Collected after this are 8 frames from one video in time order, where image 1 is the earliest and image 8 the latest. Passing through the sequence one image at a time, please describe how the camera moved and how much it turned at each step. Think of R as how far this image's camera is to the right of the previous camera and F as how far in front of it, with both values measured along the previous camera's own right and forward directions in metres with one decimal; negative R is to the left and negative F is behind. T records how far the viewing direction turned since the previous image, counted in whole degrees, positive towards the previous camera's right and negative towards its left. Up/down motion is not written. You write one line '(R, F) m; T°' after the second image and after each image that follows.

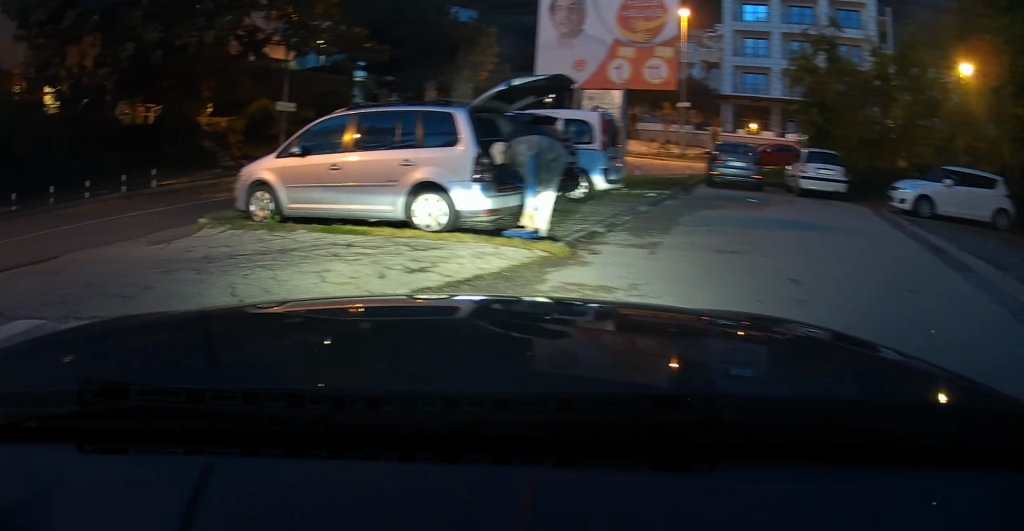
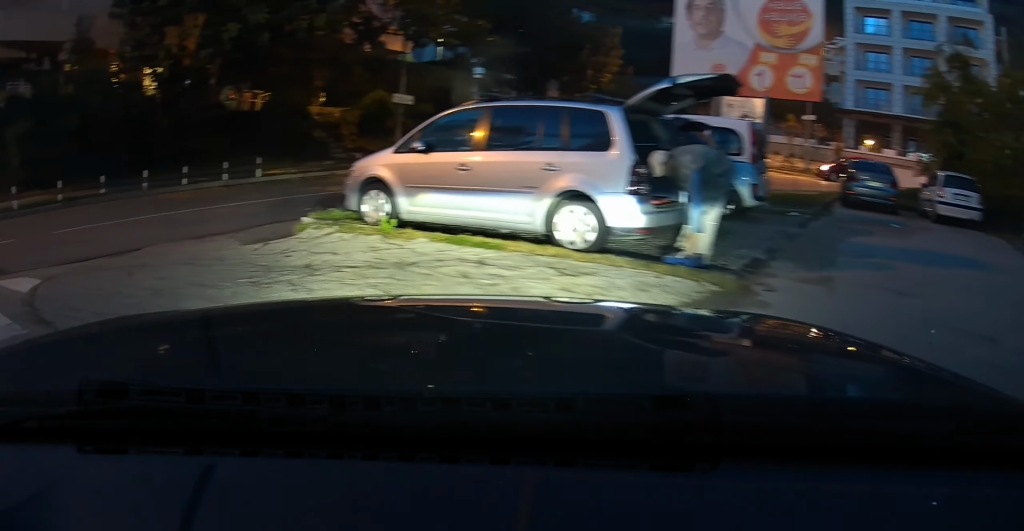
(0.0, +1.3) m; -12°
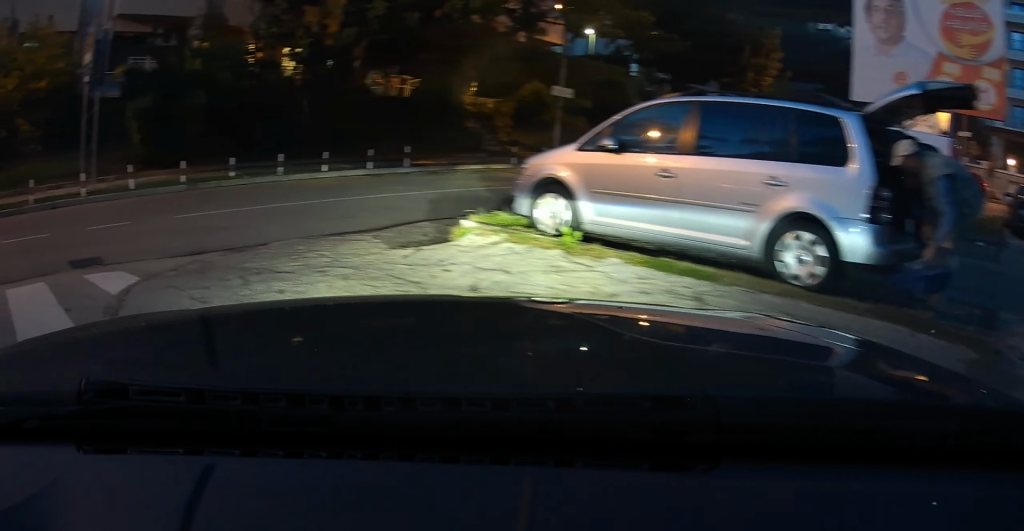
(-0.3, +1.5) m; -18°
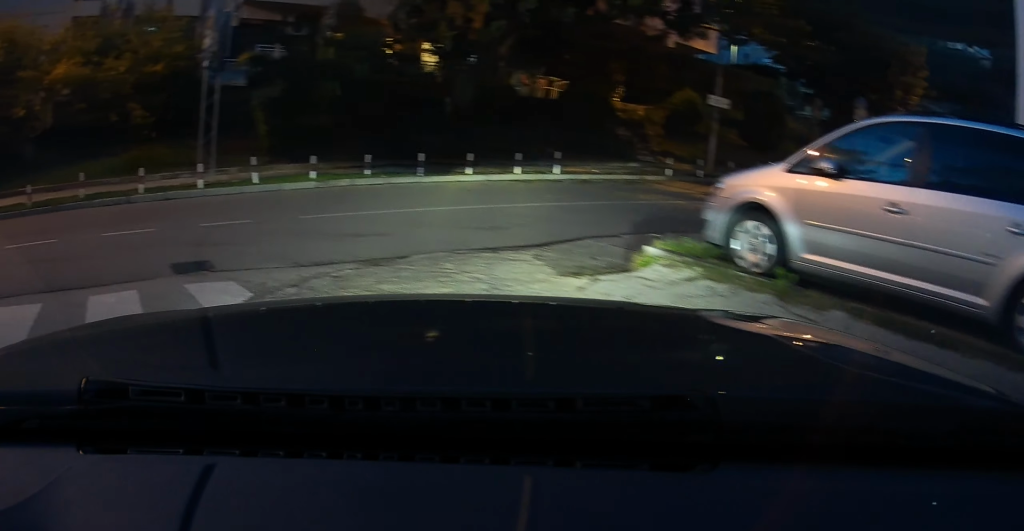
(-0.2, +1.4) m; -11°
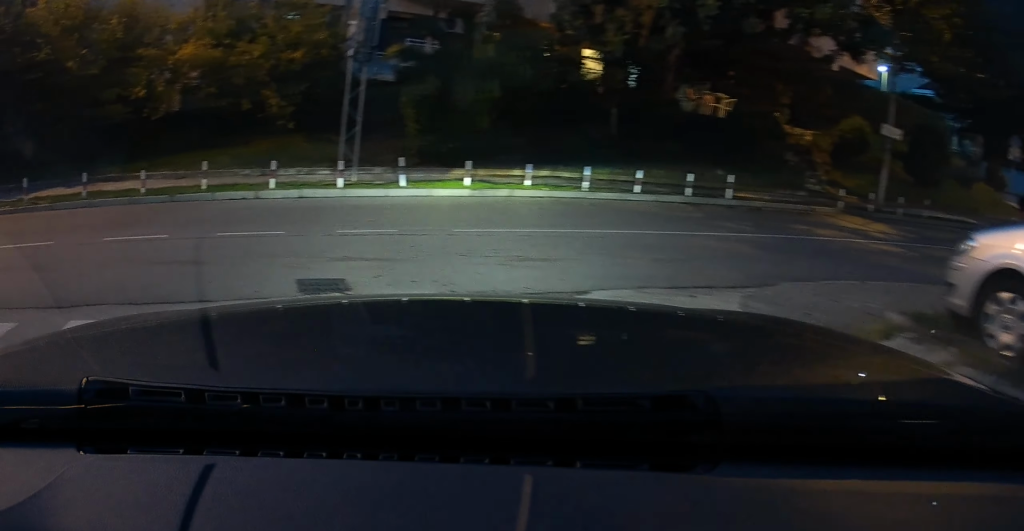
(-0.3, +1.5) m; -2°
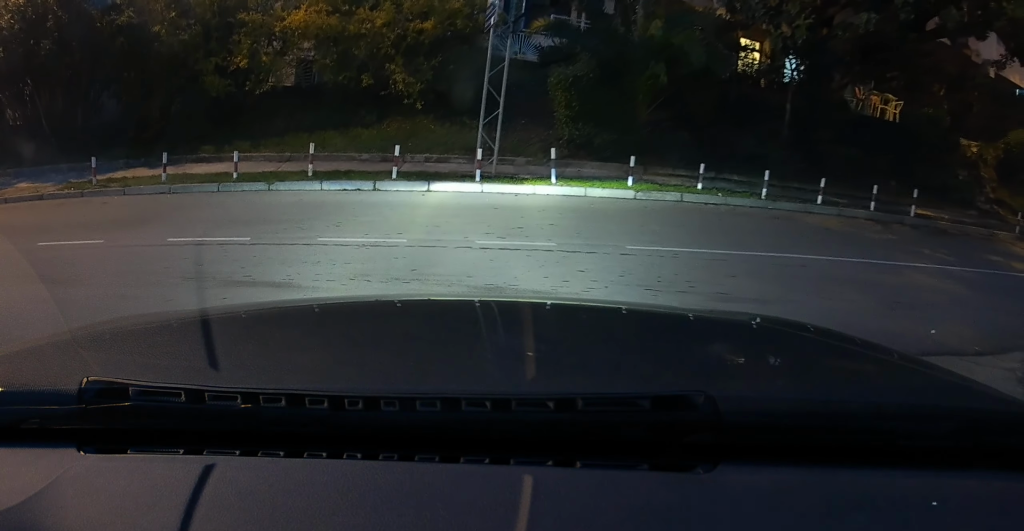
(+0.3, +2.4) m; -1°
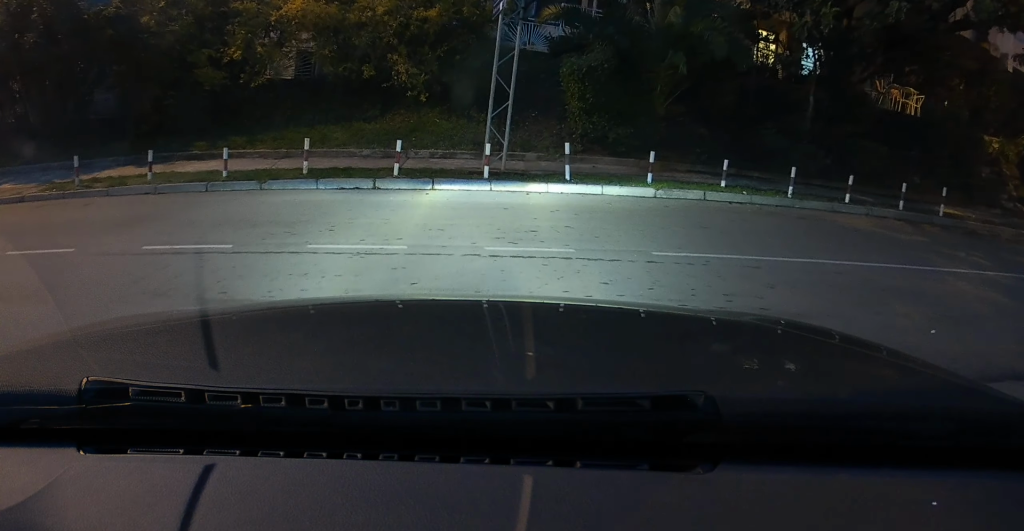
(-0.1, +0.9) m; -5°
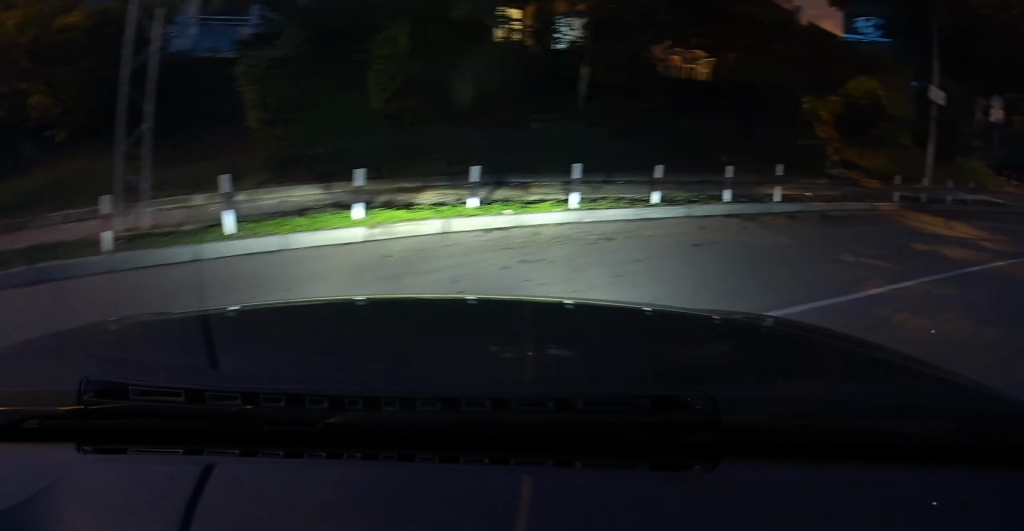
(+0.4, +3.8) m; +37°
